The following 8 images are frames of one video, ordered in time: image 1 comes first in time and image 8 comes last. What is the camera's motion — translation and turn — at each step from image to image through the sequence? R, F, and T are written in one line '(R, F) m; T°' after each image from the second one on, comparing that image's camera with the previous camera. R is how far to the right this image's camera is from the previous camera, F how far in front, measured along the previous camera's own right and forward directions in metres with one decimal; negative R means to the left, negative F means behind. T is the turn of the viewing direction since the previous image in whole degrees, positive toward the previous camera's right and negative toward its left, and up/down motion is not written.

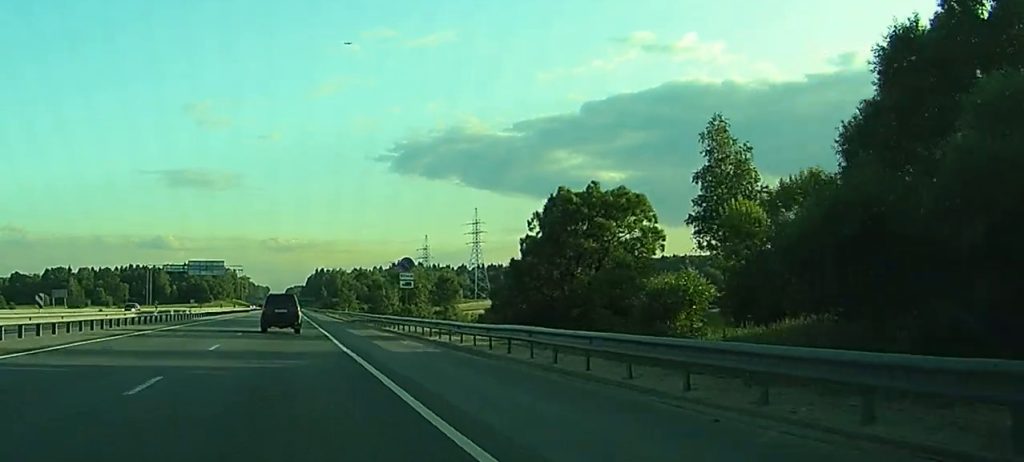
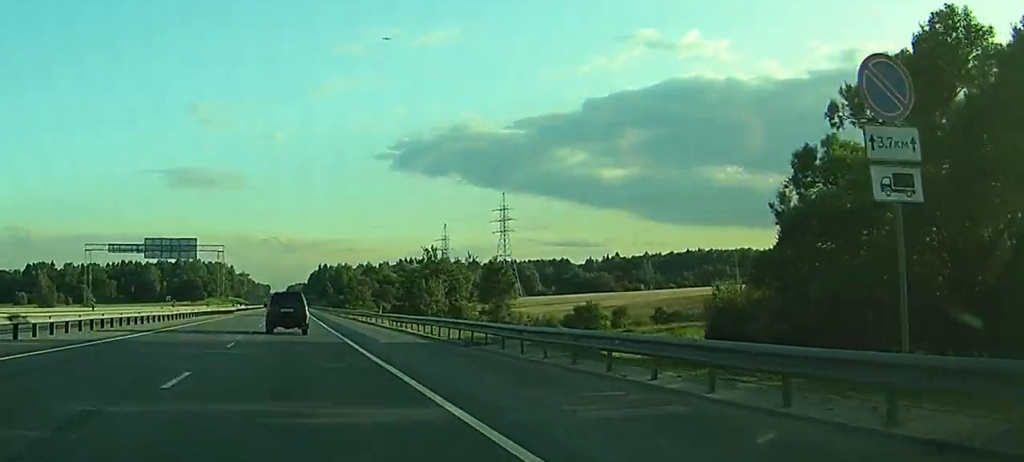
(+0.4, +45.8) m; +1°
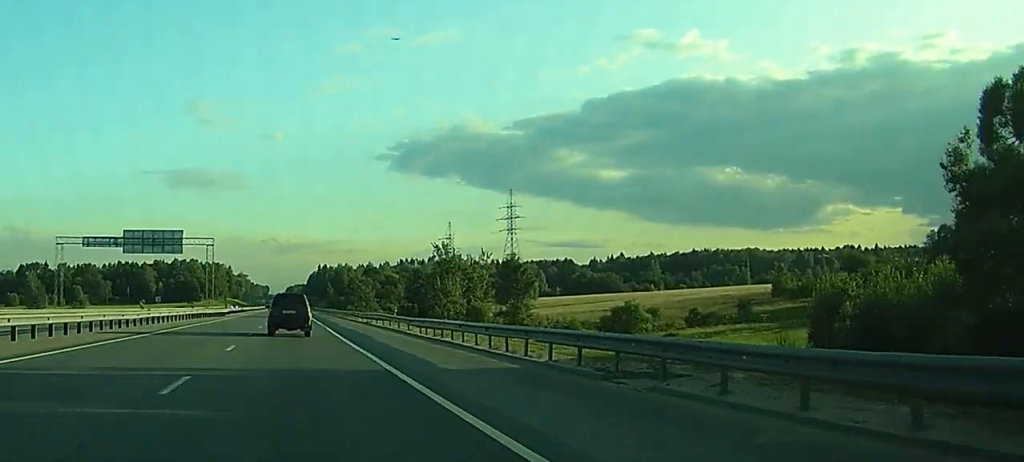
(0.0, +12.3) m; 0°
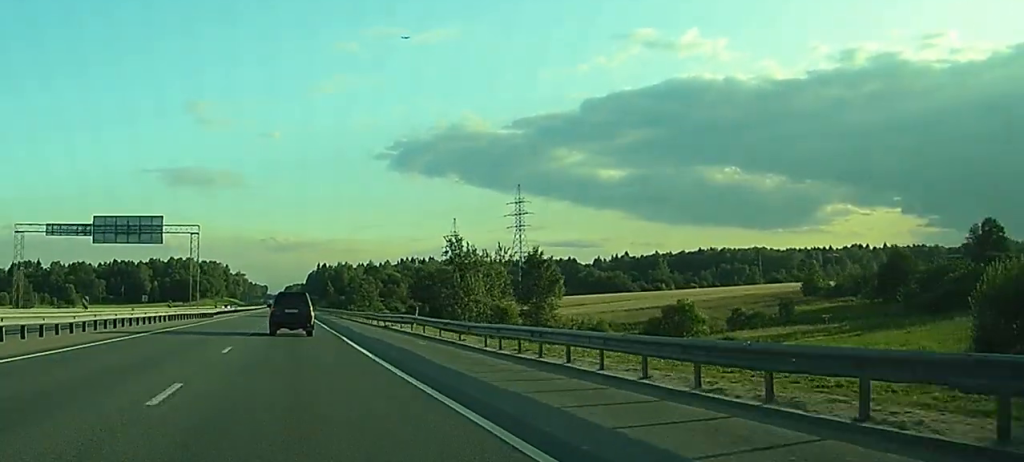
(0.0, +13.1) m; 0°
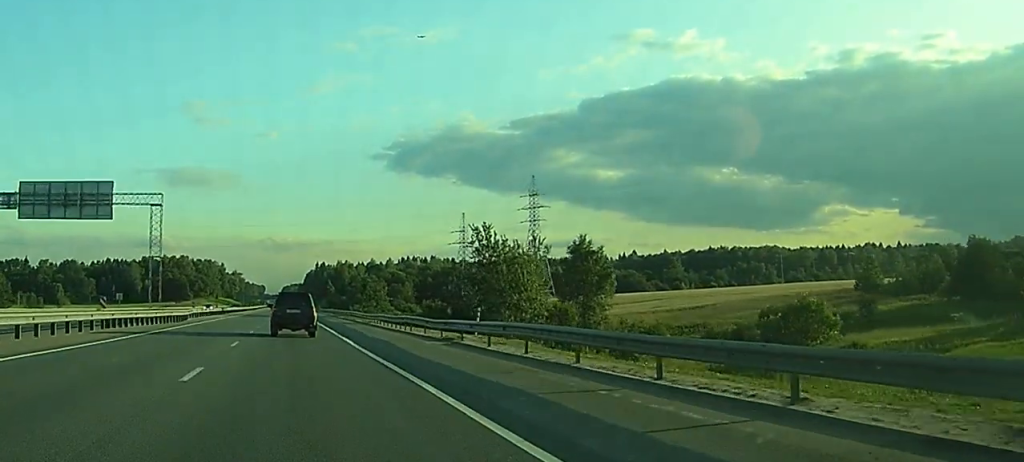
(0.0, +20.6) m; 0°
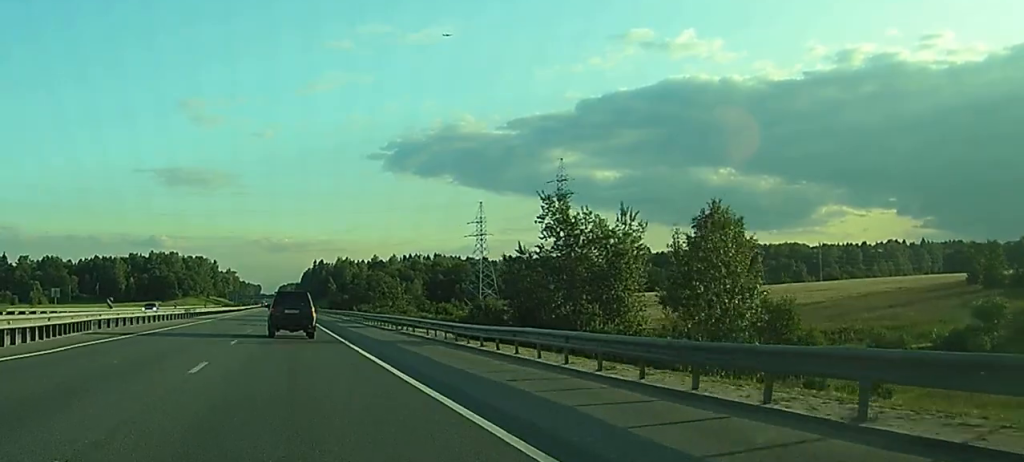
(+0.1, +33.8) m; 0°
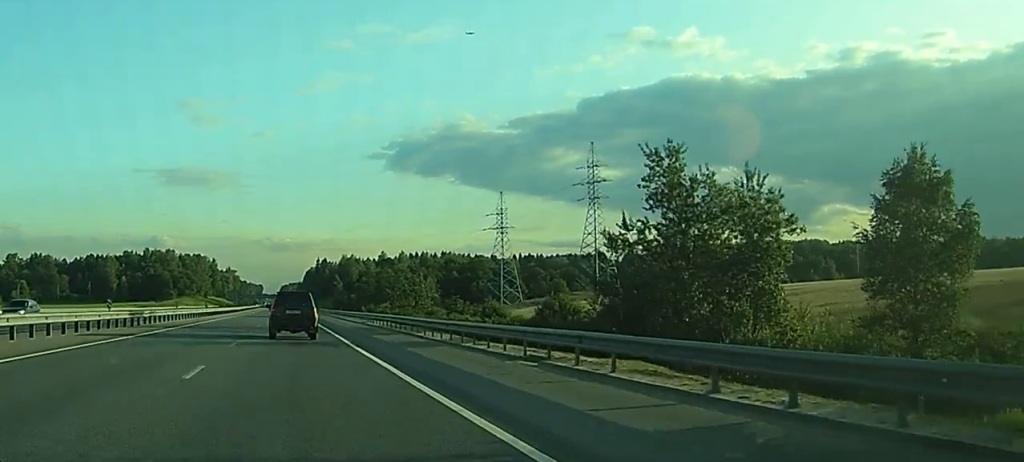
(0.0, +24.7) m; 0°
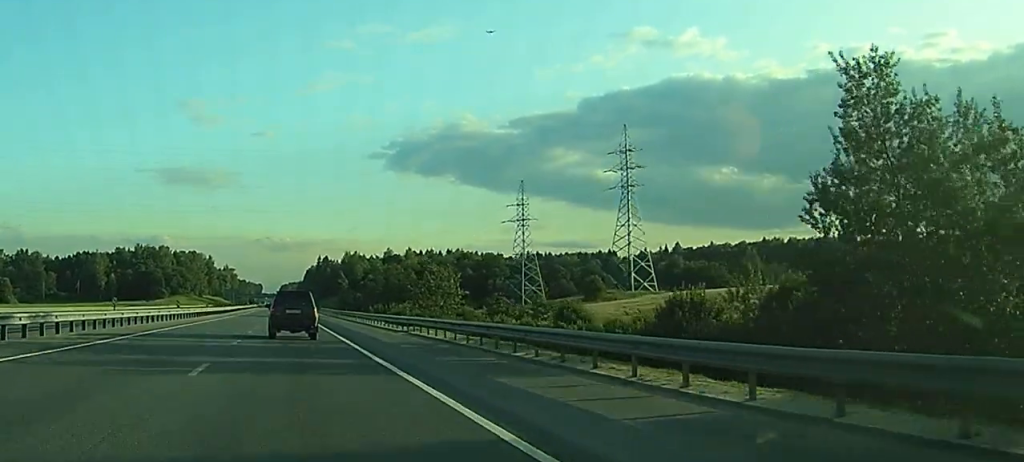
(0.0, +23.0) m; 0°
